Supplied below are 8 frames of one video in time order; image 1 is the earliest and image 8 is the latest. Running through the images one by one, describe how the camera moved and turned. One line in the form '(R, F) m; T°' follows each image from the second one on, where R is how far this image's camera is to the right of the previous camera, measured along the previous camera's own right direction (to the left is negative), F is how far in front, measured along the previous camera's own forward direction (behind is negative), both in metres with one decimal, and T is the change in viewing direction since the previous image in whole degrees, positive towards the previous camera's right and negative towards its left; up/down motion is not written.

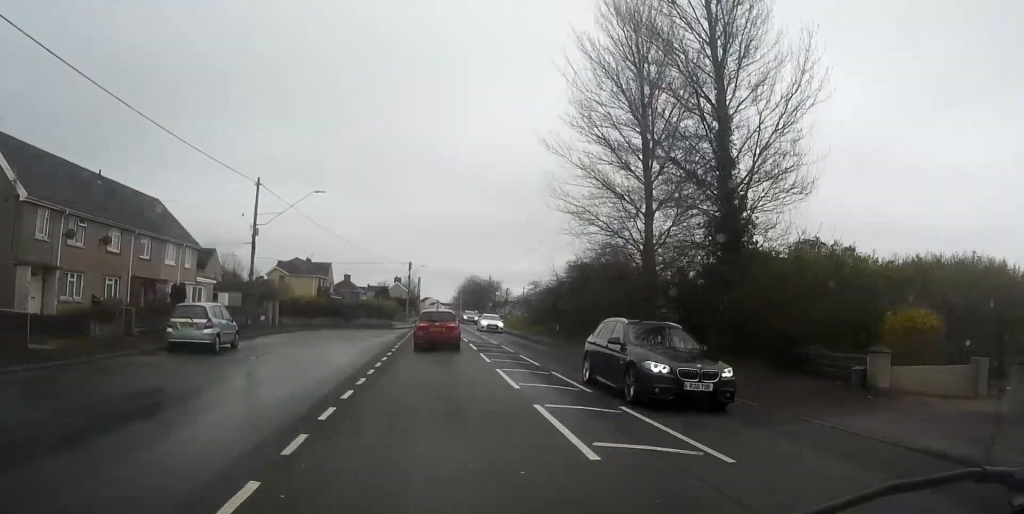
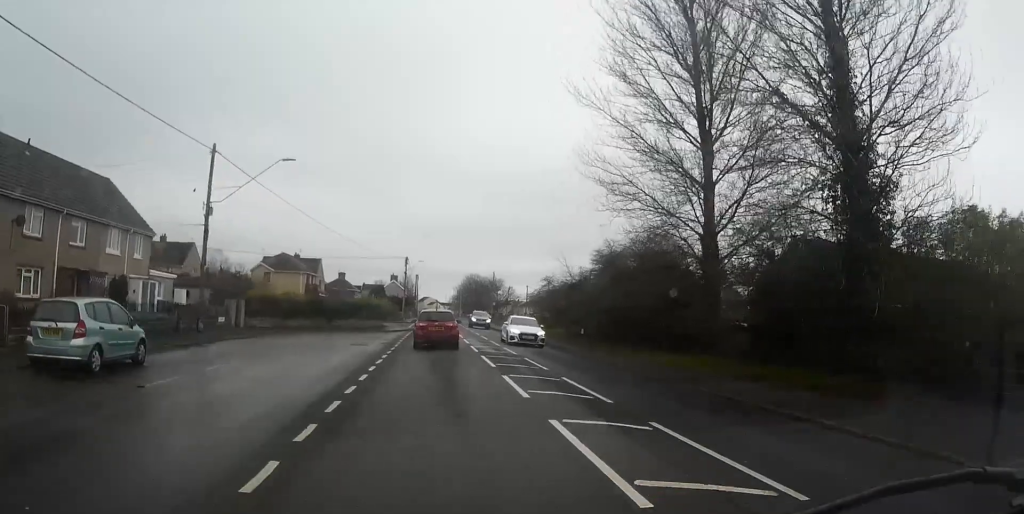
(-0.2, +7.3) m; -2°
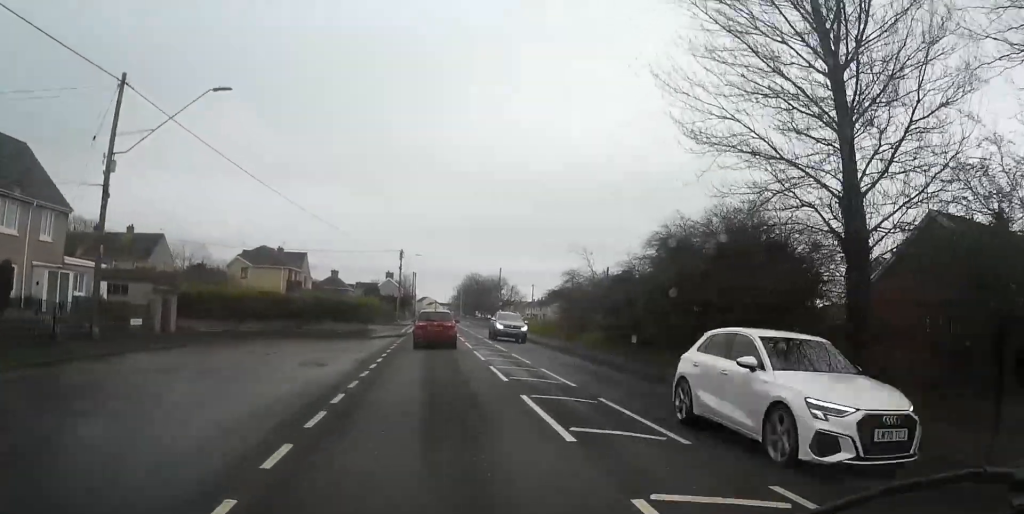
(-0.2, +9.2) m; 0°
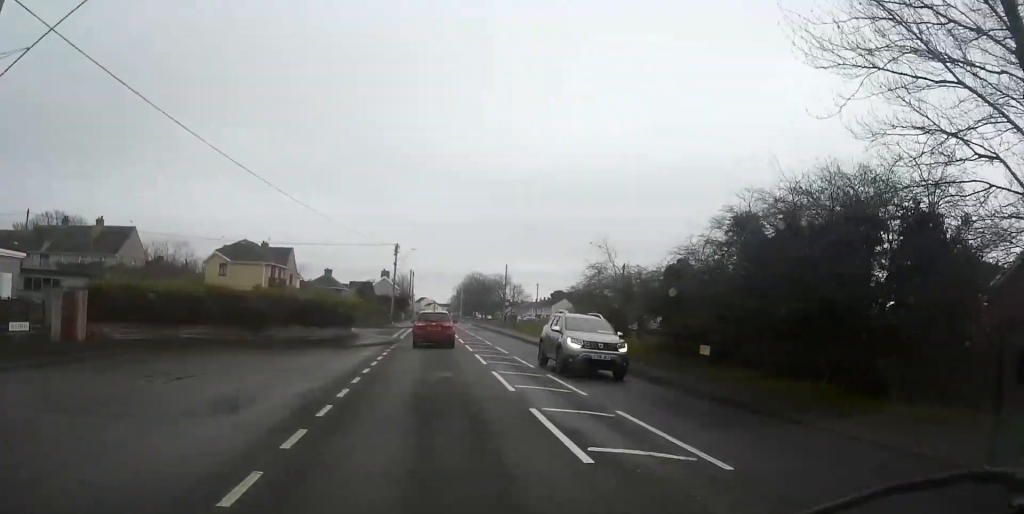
(+0.1, +7.1) m; +1°
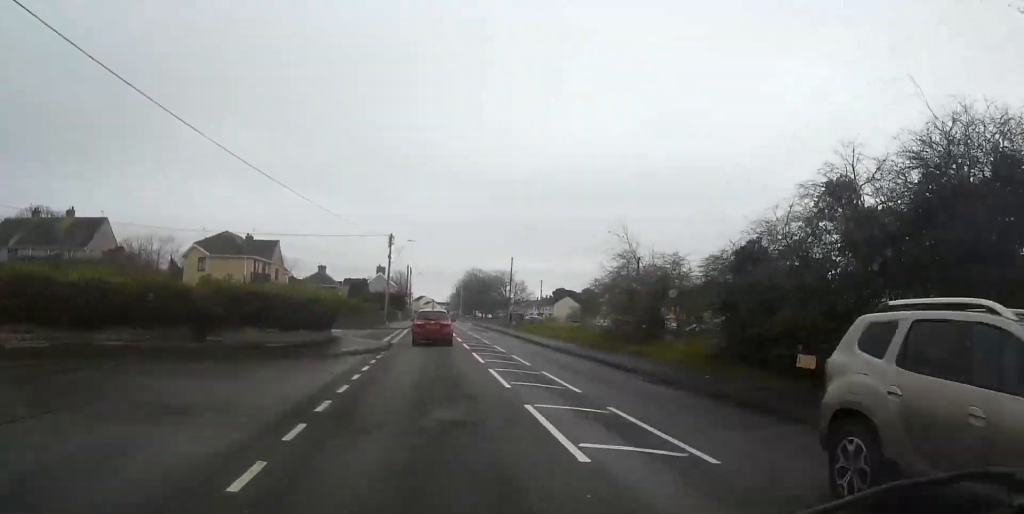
(+0.2, +5.7) m; 0°
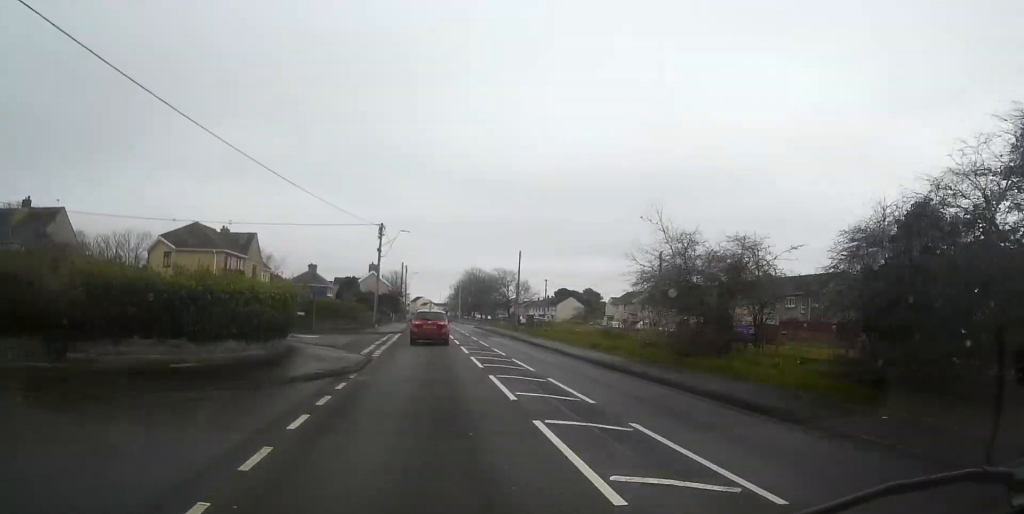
(-0.2, +7.4) m; 0°
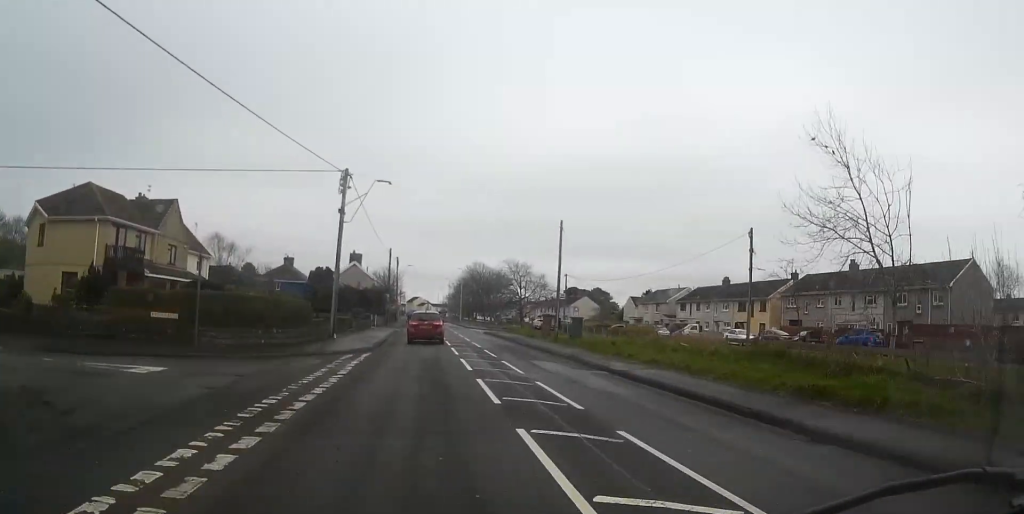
(+0.4, +18.0) m; +1°
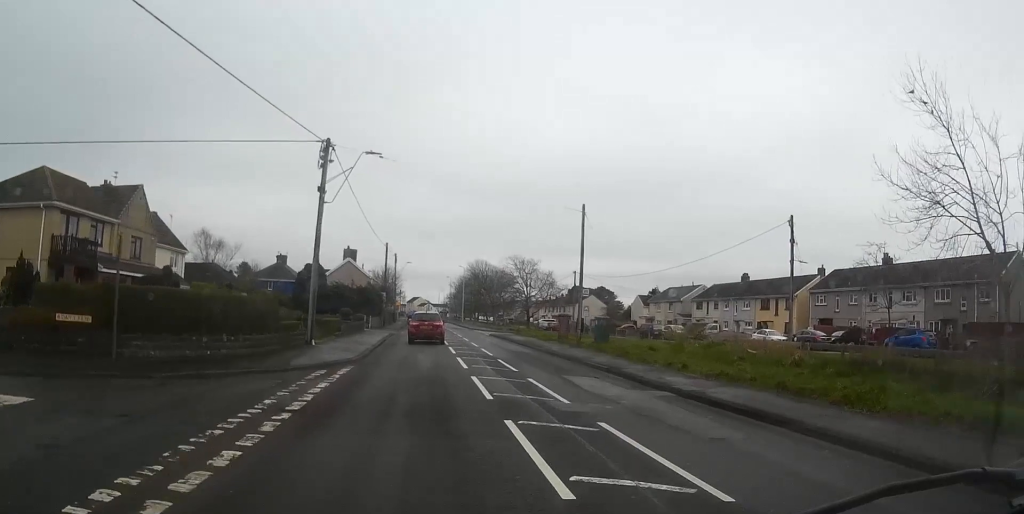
(0.0, +5.2) m; -1°
